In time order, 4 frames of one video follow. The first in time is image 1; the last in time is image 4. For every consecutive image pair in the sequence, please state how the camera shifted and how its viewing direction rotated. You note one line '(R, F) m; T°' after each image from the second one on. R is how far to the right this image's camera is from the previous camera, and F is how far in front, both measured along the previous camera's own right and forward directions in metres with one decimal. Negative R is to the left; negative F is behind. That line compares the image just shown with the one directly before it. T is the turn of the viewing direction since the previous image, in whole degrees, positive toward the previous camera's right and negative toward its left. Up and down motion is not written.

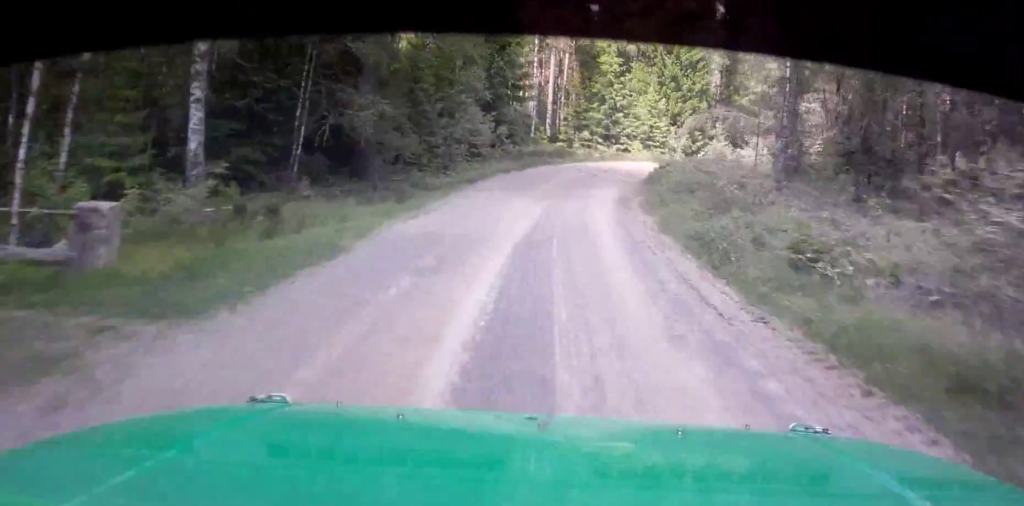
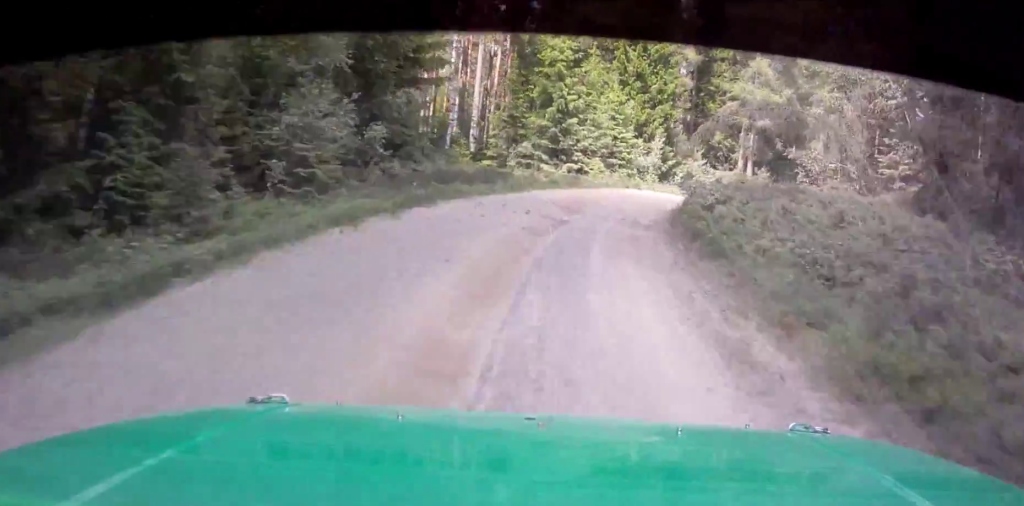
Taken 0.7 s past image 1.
(+1.8, +18.7) m; +5°
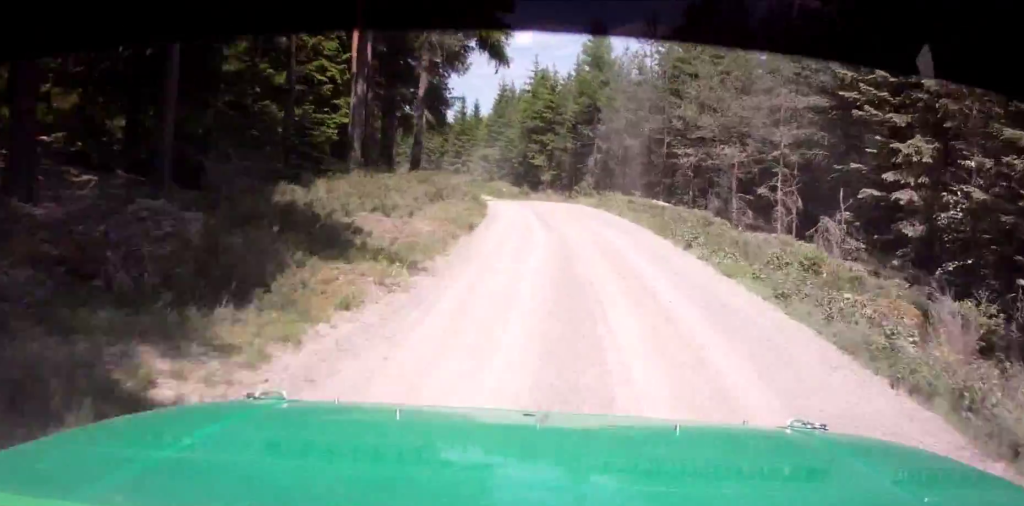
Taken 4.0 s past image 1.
(+14.4, +69.8) m; +26°
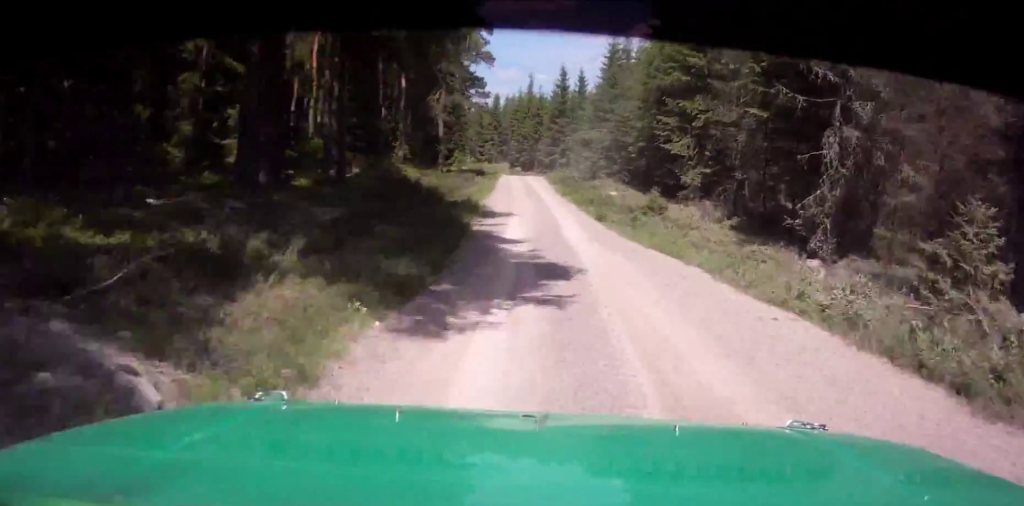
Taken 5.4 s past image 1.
(-0.2, +34.7) m; -3°
